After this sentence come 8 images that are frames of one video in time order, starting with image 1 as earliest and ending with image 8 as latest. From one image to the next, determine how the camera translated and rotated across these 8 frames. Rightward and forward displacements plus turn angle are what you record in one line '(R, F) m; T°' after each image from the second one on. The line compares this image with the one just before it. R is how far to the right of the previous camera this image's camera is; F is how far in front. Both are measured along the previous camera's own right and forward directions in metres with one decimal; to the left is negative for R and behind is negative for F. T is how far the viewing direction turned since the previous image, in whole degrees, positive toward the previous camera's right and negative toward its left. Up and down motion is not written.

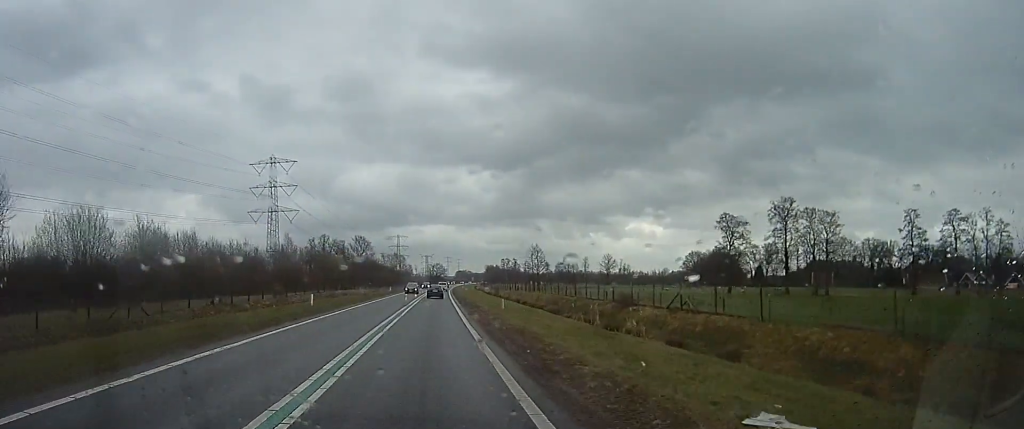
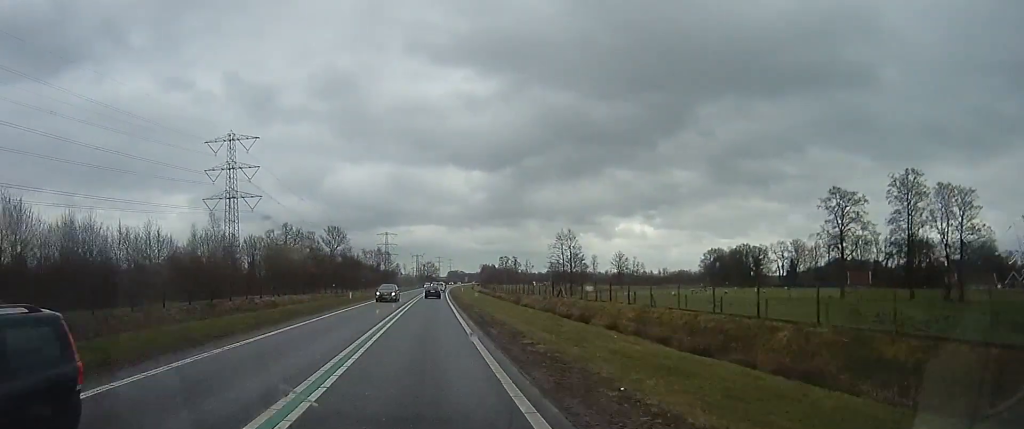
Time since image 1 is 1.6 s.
(0.0, +33.0) m; 0°
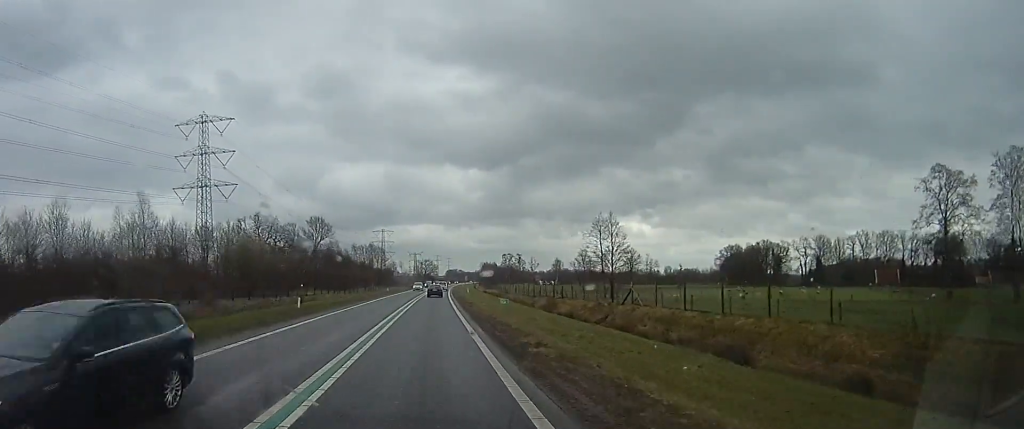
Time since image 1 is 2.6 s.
(0.0, +19.1) m; 0°
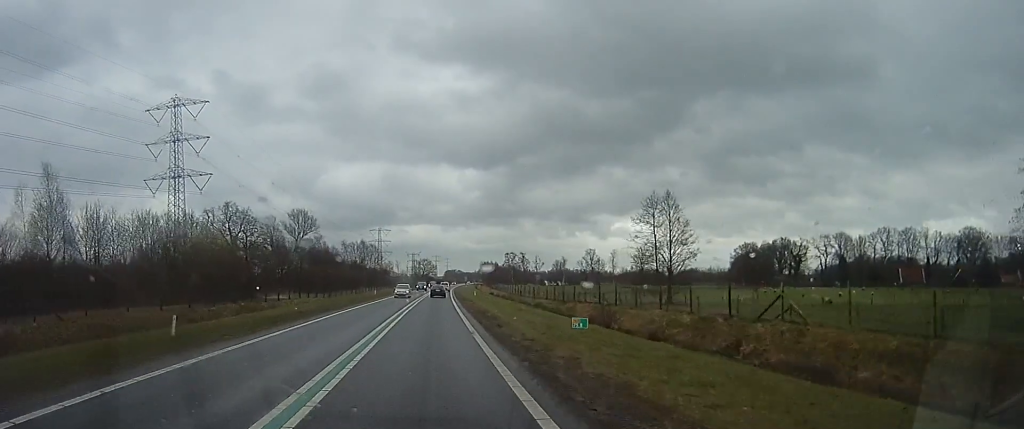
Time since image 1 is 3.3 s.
(0.0, +15.6) m; 0°
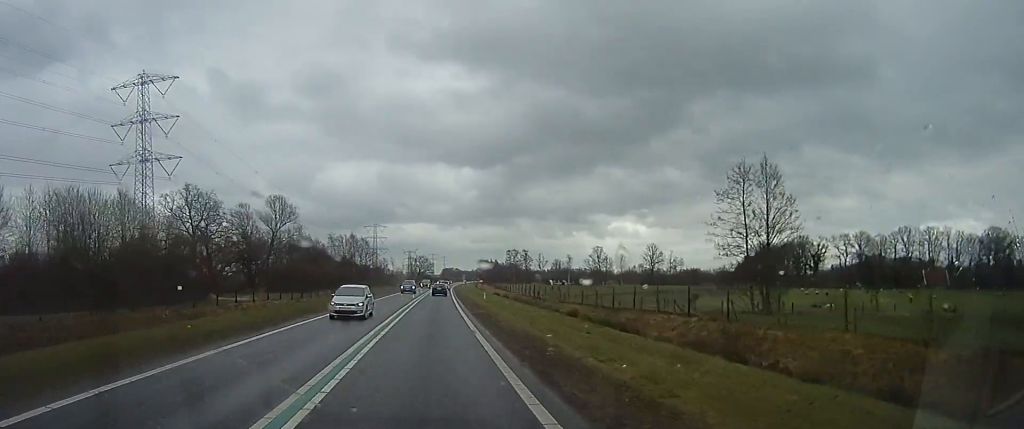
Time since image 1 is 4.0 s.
(0.0, +14.8) m; 0°
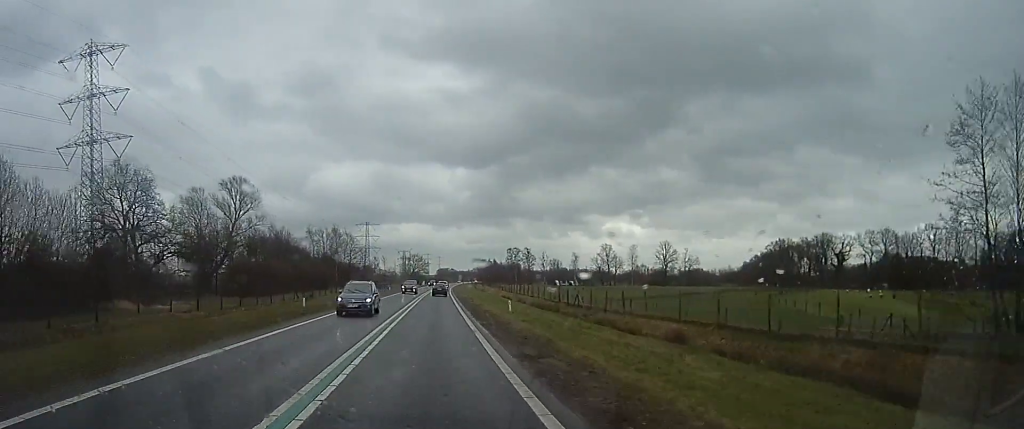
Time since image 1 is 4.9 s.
(0.0, +18.2) m; 0°
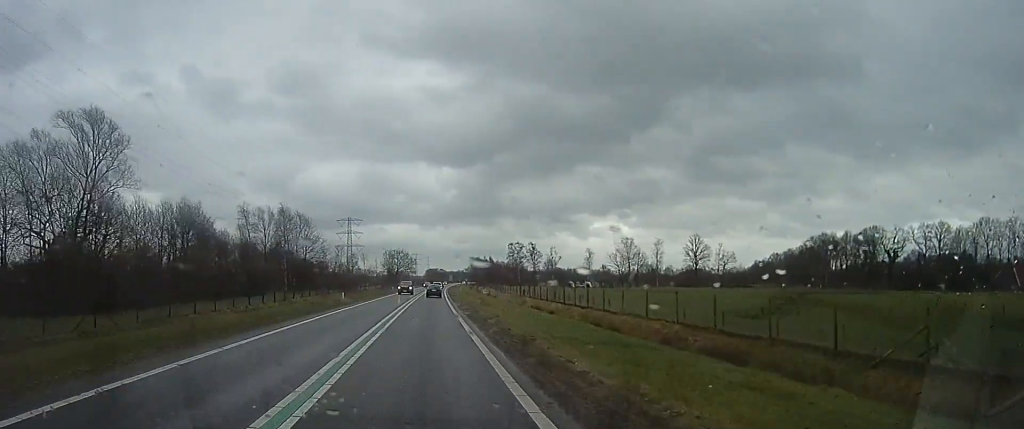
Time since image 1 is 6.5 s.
(0.0, +34.1) m; 0°
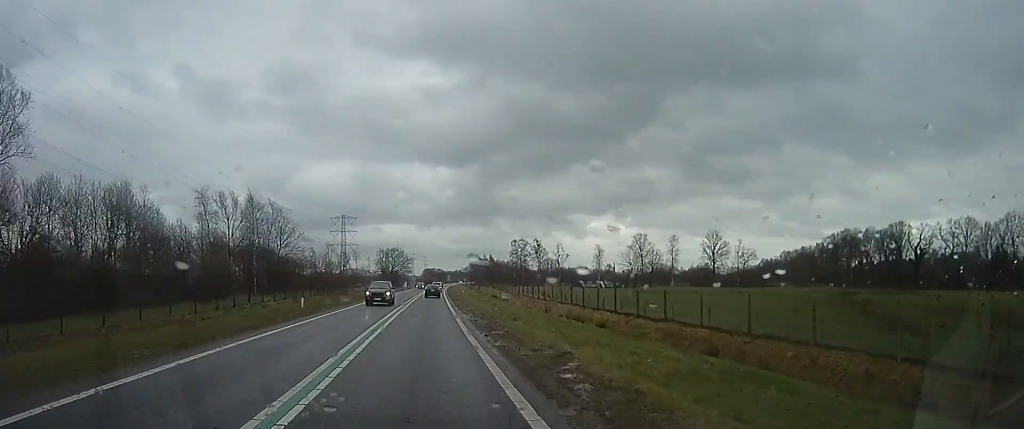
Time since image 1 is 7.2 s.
(0.0, +13.9) m; -1°
